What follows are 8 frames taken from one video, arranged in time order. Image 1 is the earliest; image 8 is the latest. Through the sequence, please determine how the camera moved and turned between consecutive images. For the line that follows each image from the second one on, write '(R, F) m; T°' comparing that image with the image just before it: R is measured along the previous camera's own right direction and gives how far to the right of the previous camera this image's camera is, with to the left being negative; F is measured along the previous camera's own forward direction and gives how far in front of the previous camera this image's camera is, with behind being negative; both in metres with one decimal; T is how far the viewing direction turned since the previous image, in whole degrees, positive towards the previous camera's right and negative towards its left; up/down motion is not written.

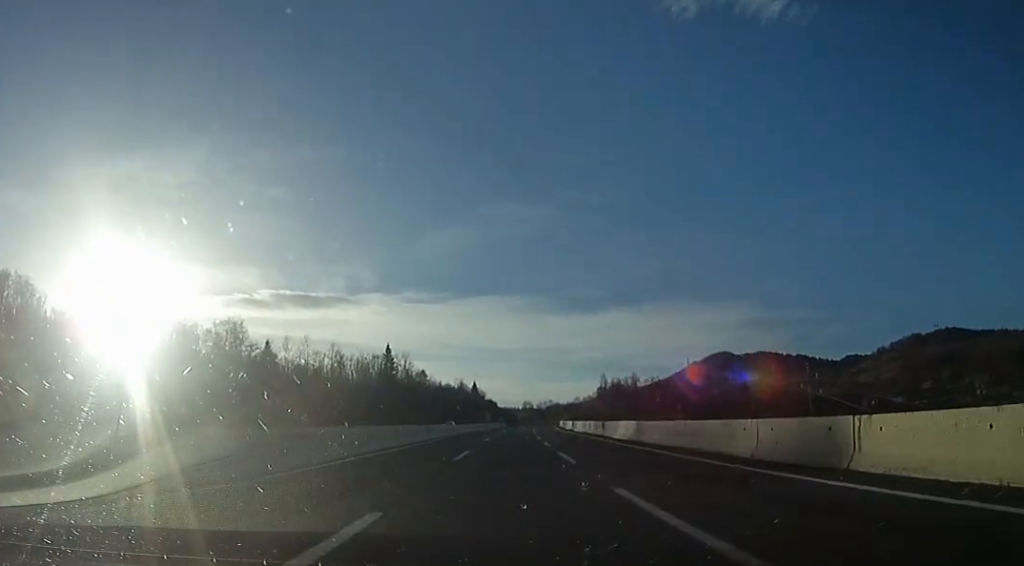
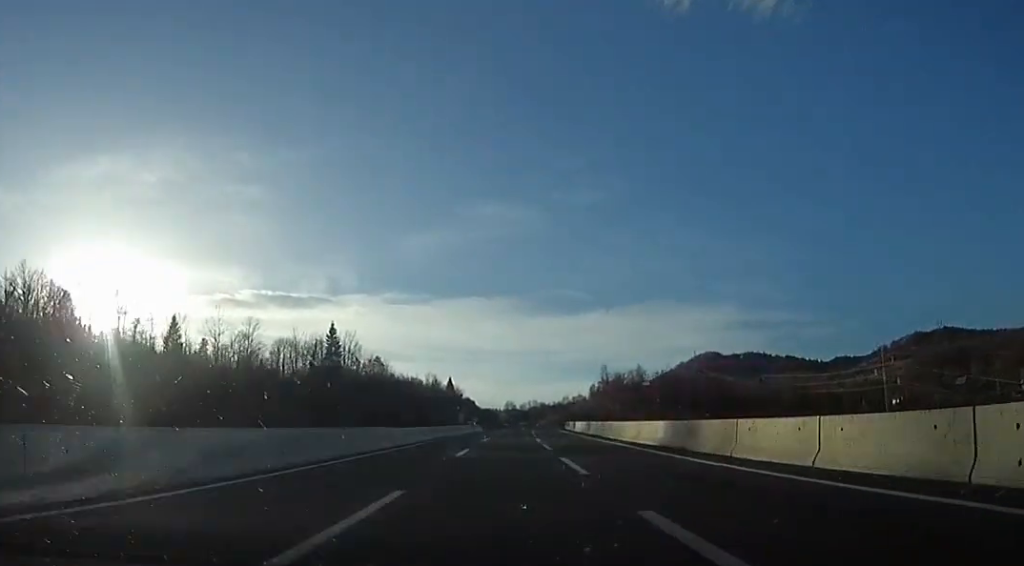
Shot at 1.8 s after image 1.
(+0.9, +51.9) m; +3°
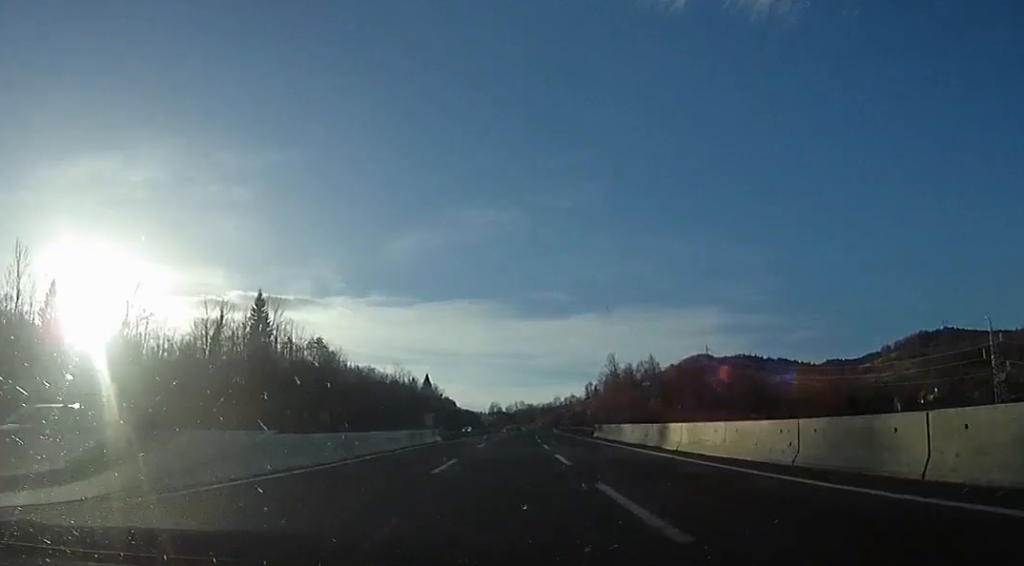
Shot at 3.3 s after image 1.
(+0.1, +43.6) m; 0°
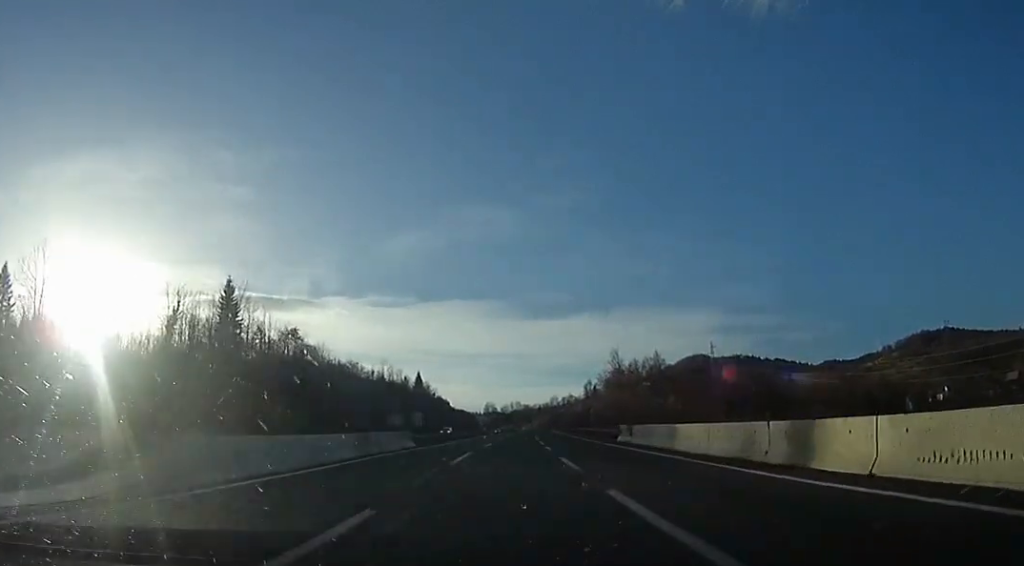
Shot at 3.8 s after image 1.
(0.0, +13.2) m; 0°
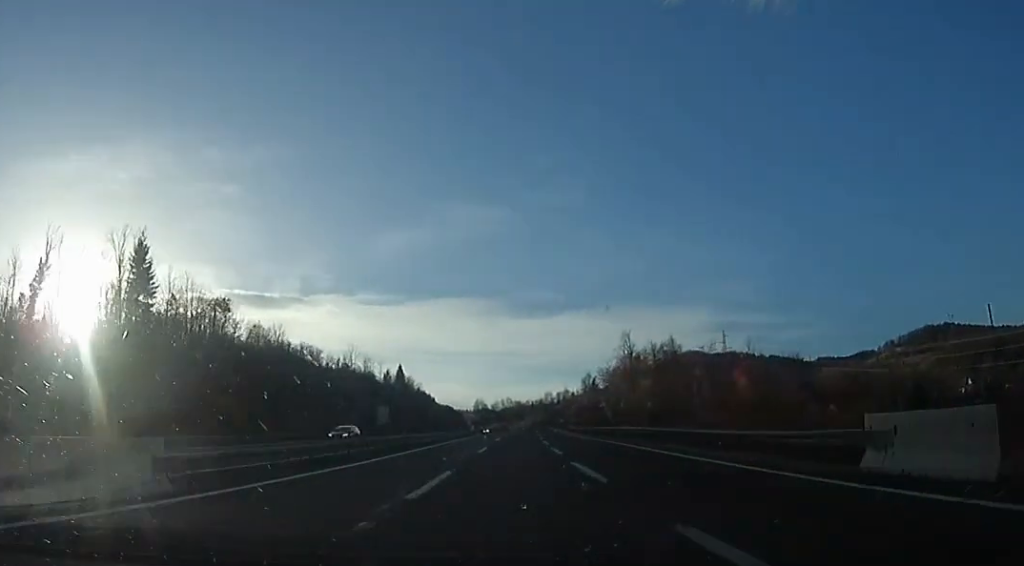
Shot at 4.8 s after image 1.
(0.0, +27.9) m; +1°
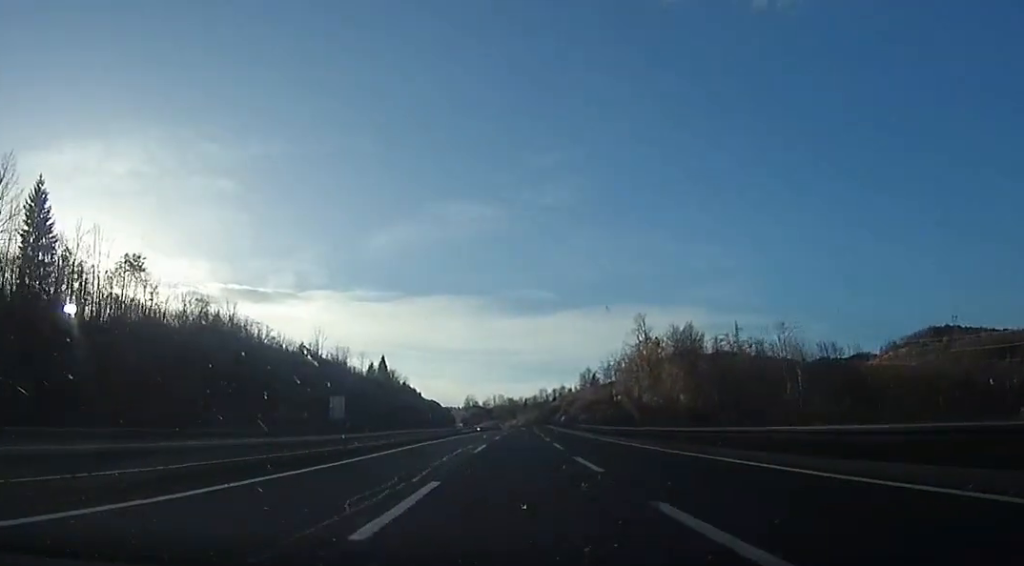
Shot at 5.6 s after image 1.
(-0.2, +22.3) m; +2°
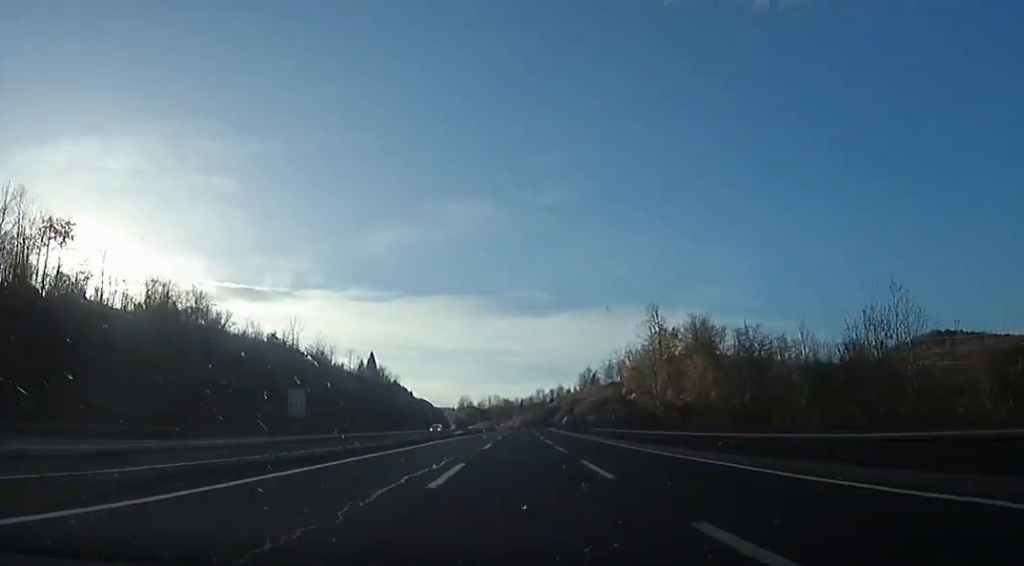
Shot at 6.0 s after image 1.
(+0.7, +13.4) m; 0°
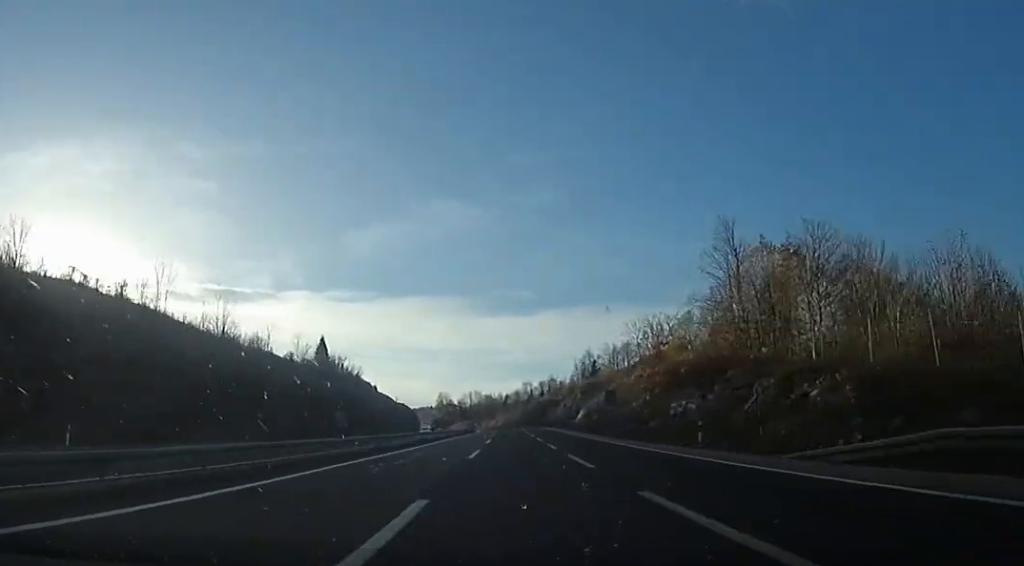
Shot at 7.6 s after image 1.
(-0.7, +44.2) m; 0°
